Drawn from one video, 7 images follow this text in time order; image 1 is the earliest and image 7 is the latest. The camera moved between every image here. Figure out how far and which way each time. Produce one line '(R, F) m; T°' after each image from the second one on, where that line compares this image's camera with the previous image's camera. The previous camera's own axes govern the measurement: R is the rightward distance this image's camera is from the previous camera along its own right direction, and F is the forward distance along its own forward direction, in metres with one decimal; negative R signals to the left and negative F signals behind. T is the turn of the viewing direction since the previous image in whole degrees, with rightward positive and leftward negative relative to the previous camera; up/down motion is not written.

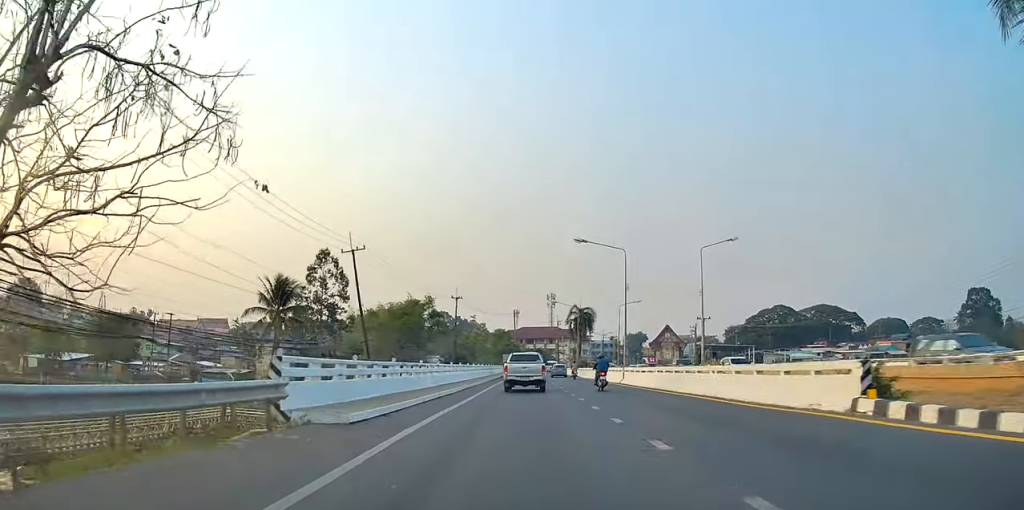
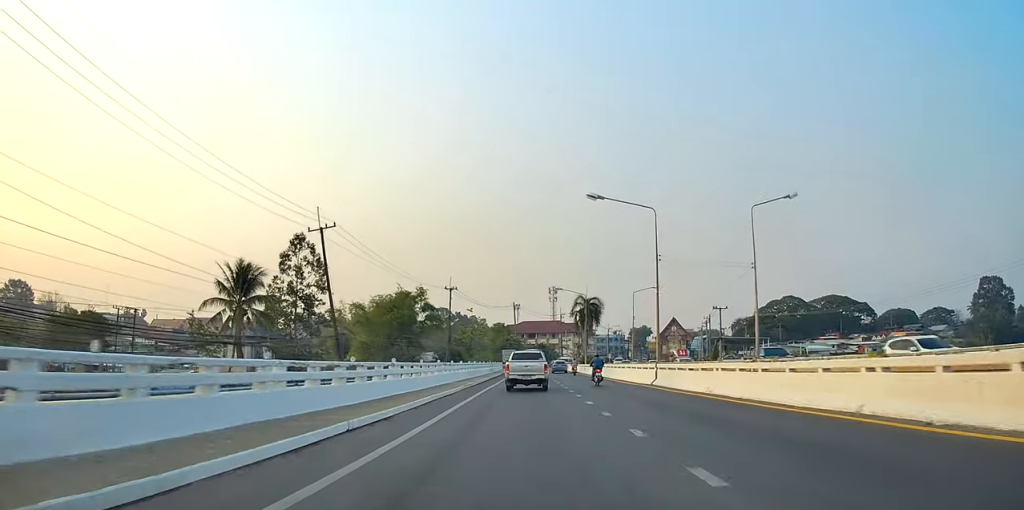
(0.0, +10.4) m; 0°
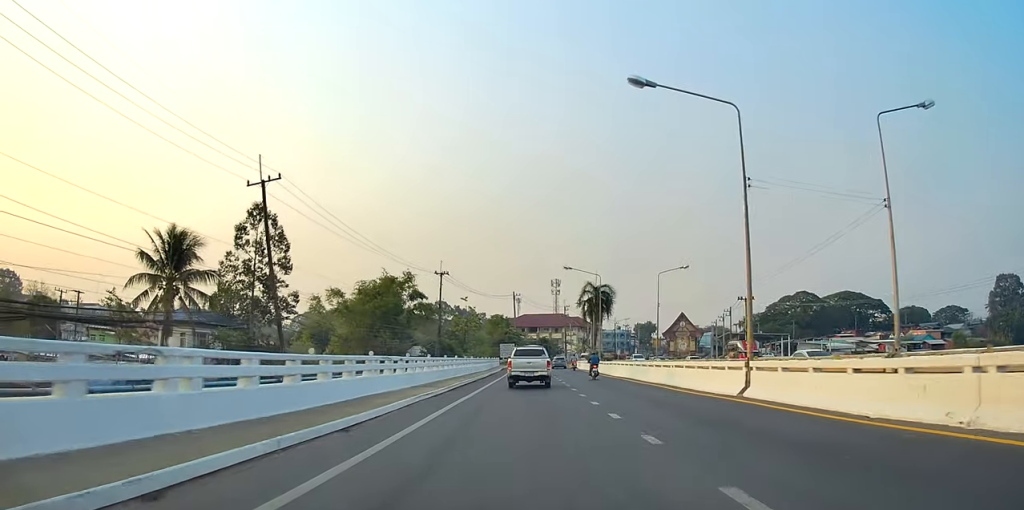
(+0.1, +13.3) m; +3°
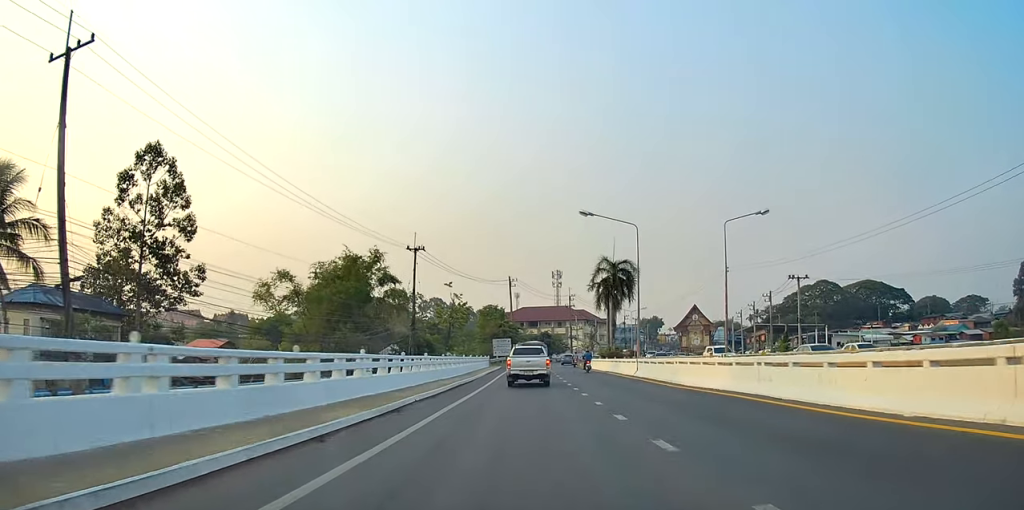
(+0.2, +20.9) m; -3°
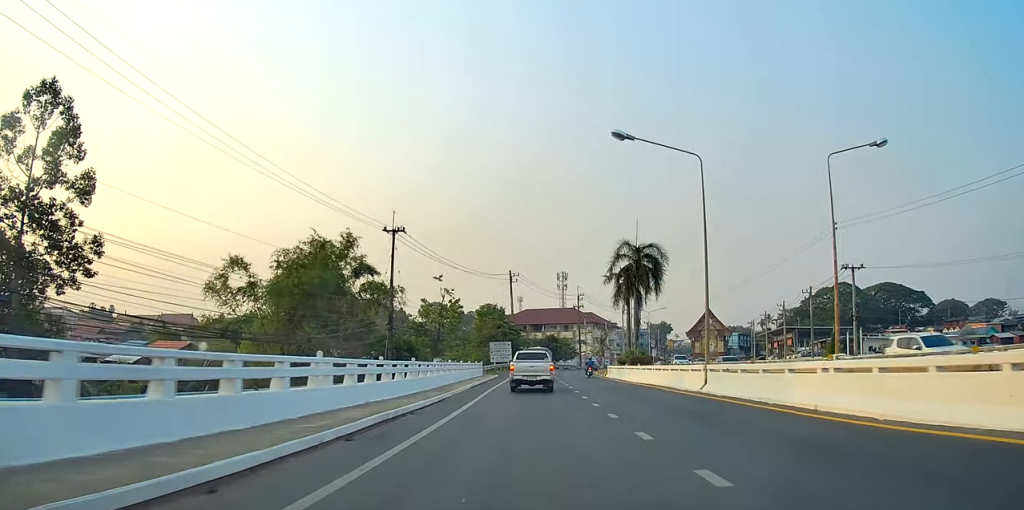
(-0.3, +13.5) m; +1°
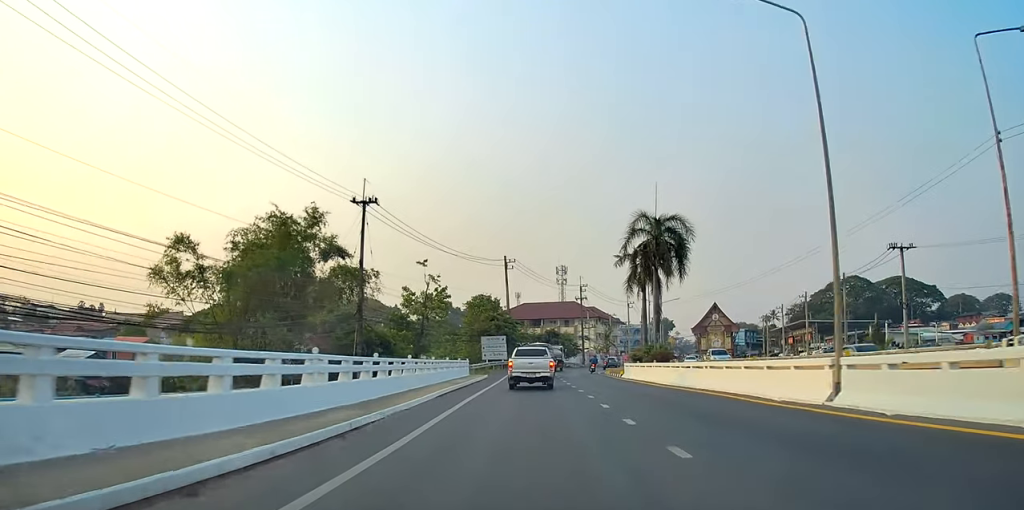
(+0.4, +10.5) m; +1°
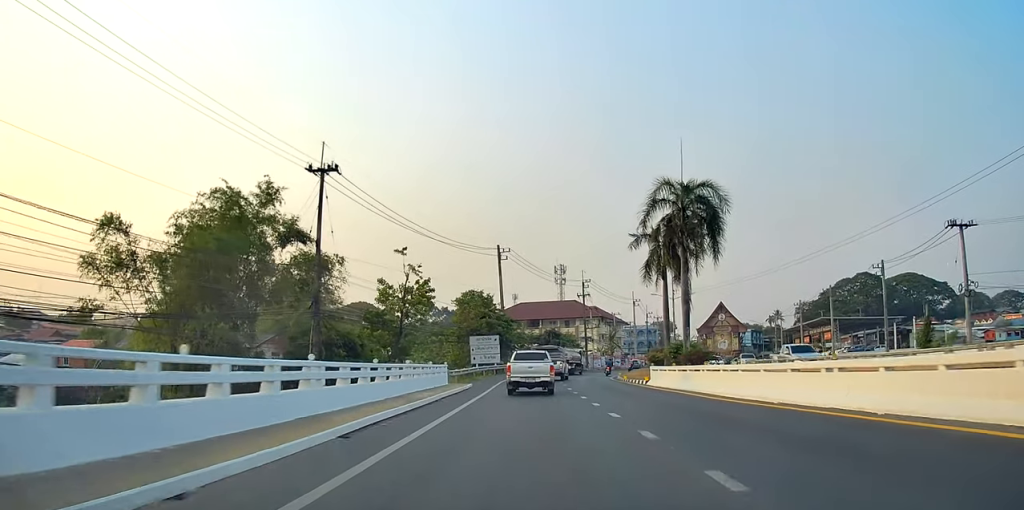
(+0.1, +9.8) m; 0°
